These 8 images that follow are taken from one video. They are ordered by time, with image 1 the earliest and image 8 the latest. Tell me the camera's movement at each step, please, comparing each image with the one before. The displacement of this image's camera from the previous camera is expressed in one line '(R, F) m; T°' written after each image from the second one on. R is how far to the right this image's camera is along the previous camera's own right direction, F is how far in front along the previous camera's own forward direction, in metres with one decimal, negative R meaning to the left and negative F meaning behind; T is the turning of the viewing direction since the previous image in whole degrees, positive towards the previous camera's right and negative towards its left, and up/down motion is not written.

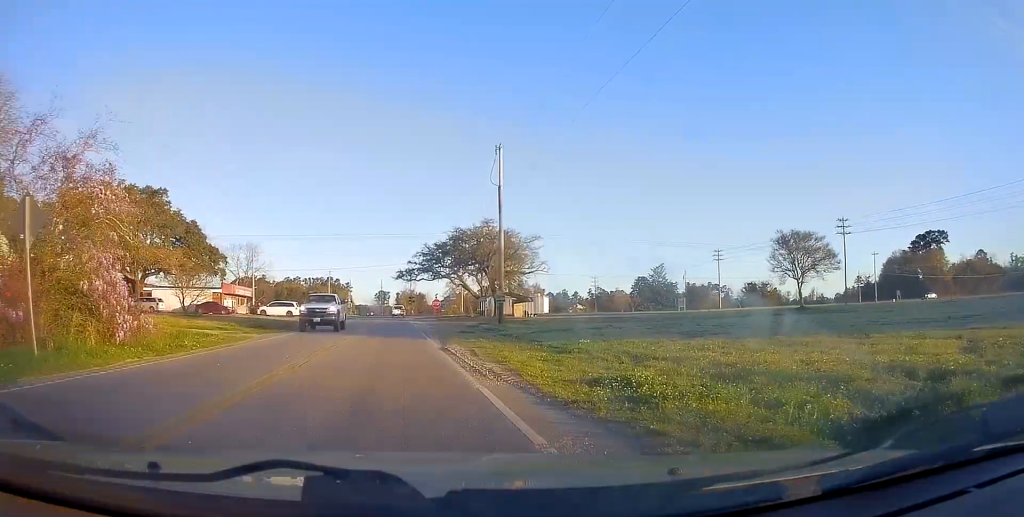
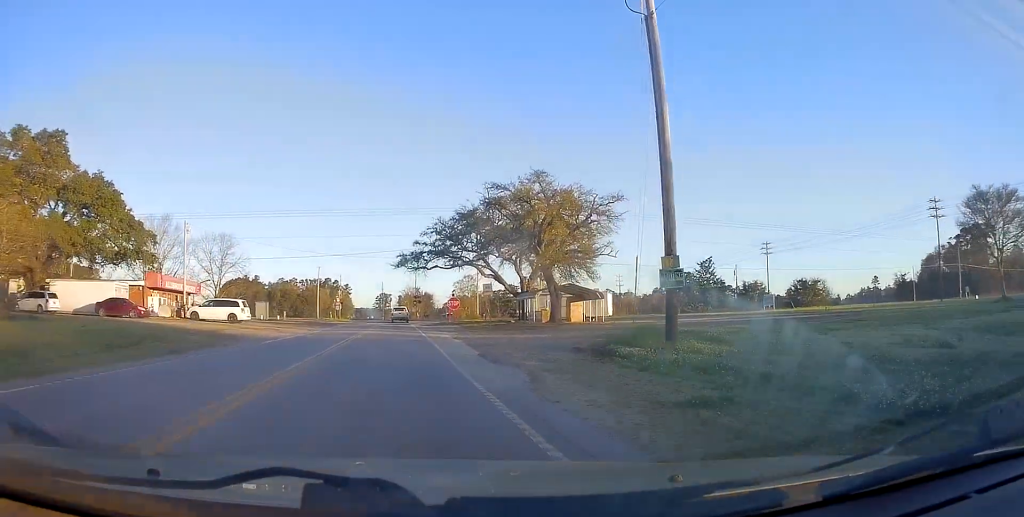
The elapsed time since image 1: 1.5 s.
(+0.1, +26.7) m; 0°
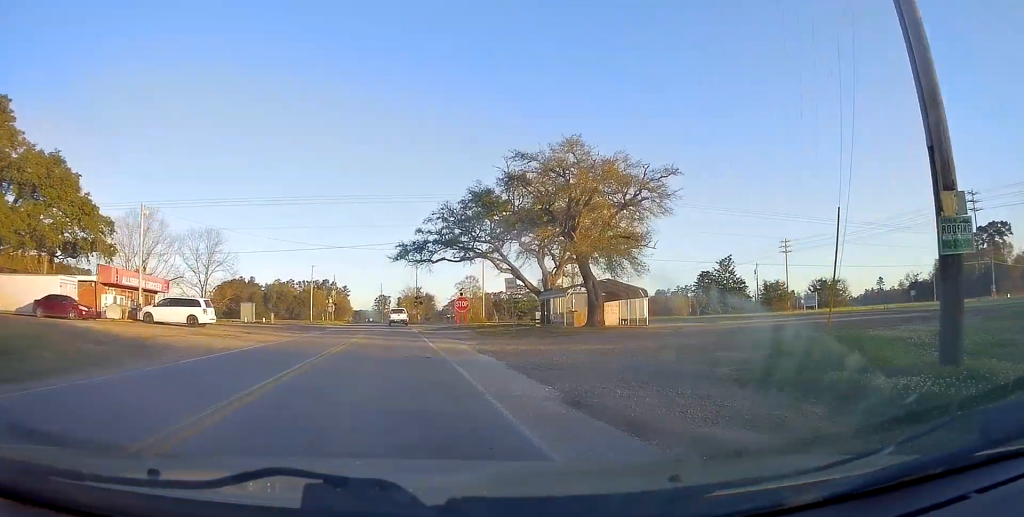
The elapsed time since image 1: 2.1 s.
(0.0, +10.6) m; 0°
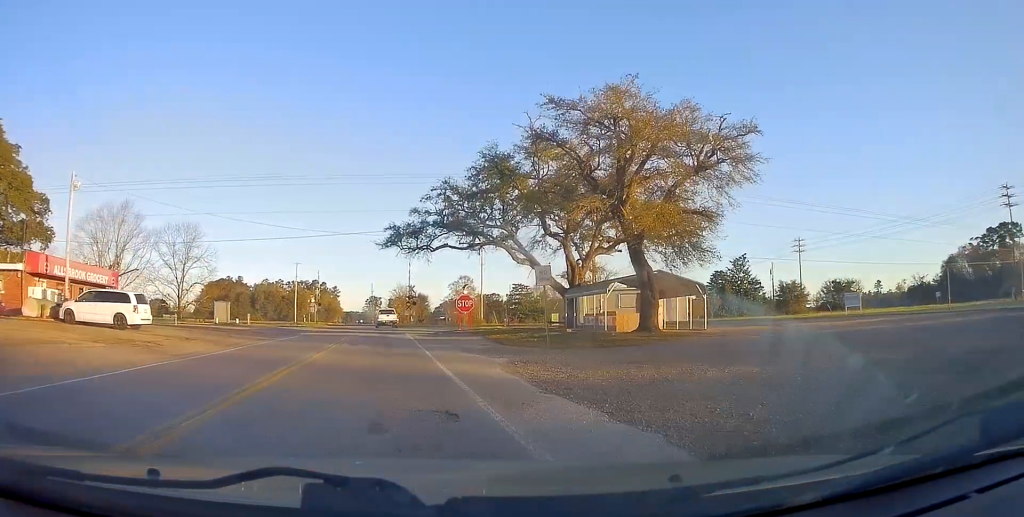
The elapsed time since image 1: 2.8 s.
(0.0, +11.2) m; 0°
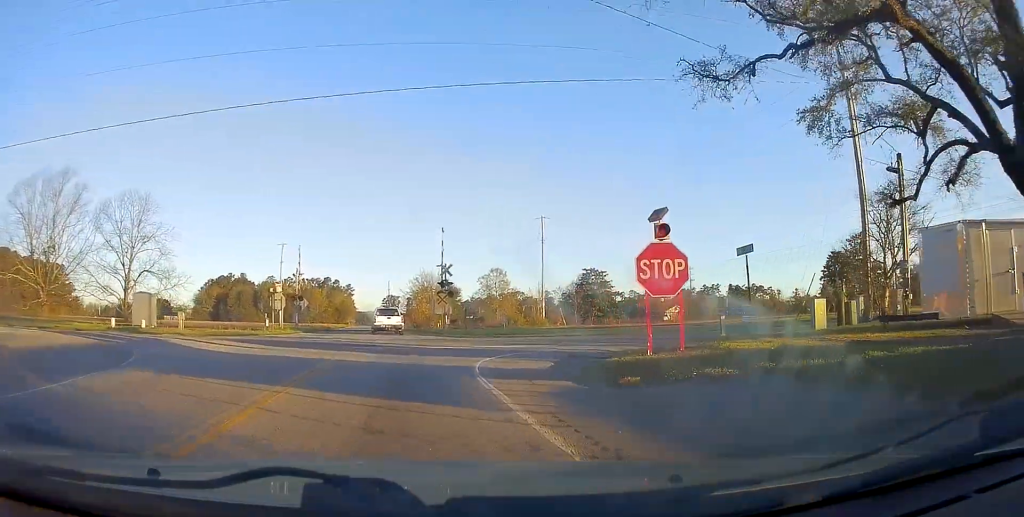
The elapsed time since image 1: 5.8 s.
(-0.7, +38.1) m; -3°
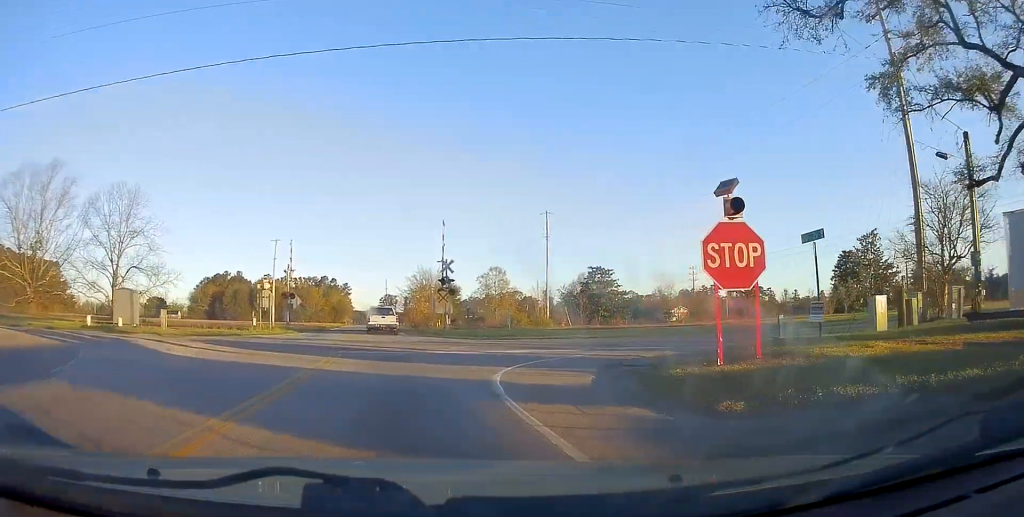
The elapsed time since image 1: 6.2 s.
(-0.1, +4.2) m; 0°
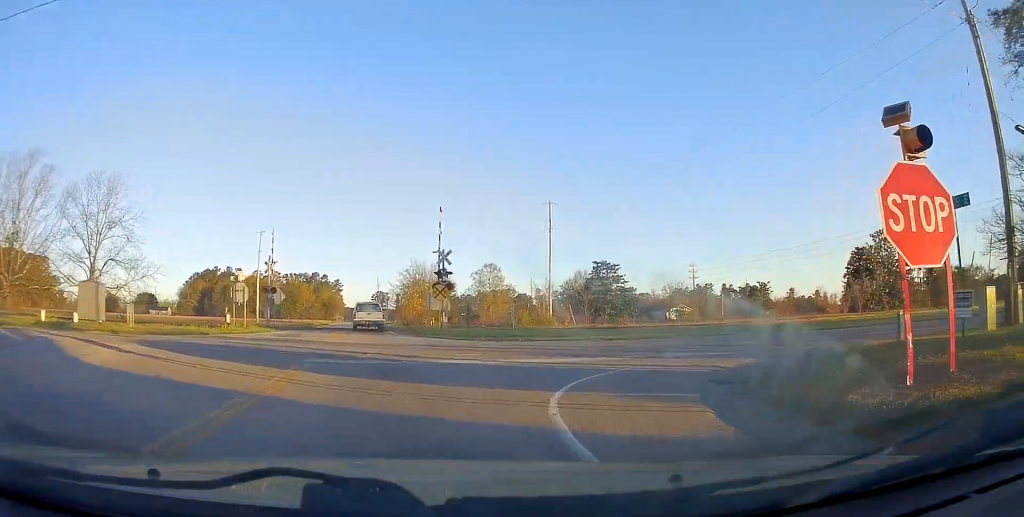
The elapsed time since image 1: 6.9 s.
(0.0, +6.3) m; +1°
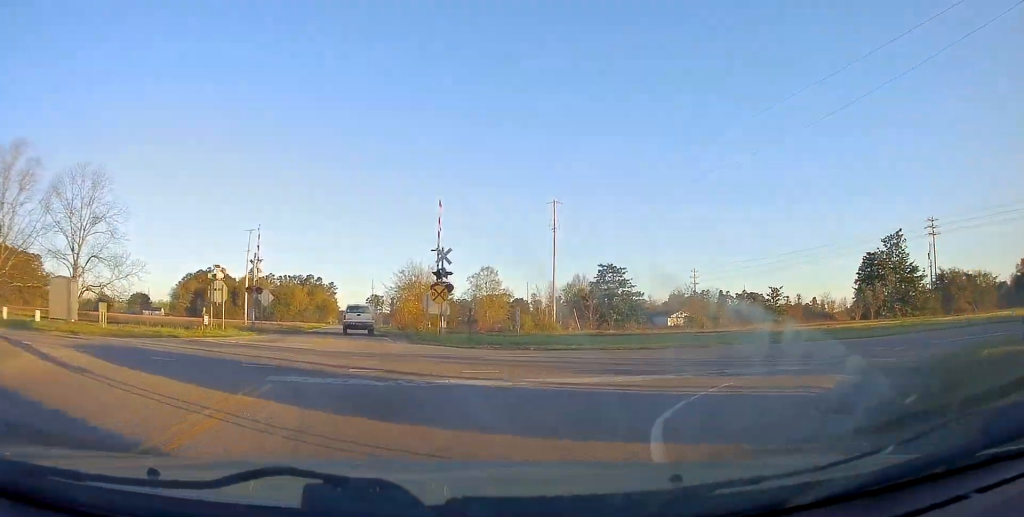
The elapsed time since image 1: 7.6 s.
(+0.1, +5.3) m; +1°
